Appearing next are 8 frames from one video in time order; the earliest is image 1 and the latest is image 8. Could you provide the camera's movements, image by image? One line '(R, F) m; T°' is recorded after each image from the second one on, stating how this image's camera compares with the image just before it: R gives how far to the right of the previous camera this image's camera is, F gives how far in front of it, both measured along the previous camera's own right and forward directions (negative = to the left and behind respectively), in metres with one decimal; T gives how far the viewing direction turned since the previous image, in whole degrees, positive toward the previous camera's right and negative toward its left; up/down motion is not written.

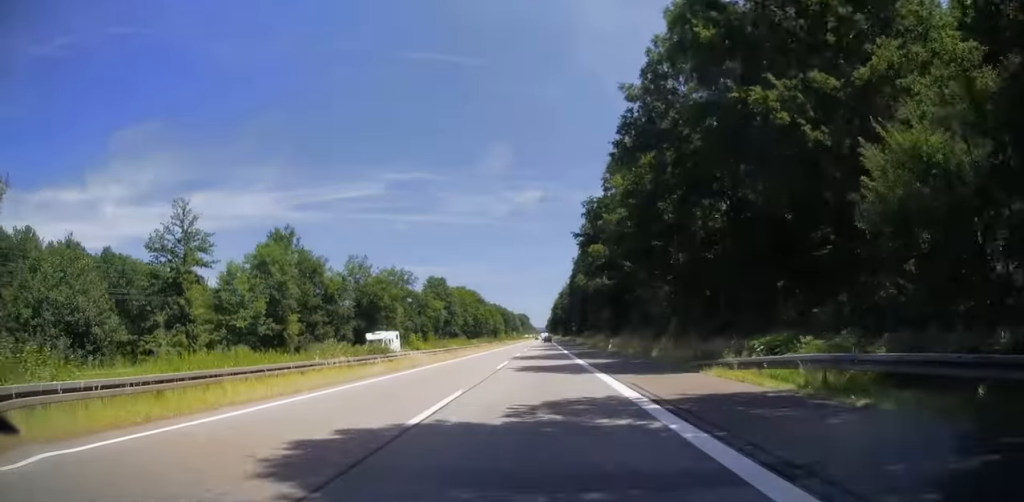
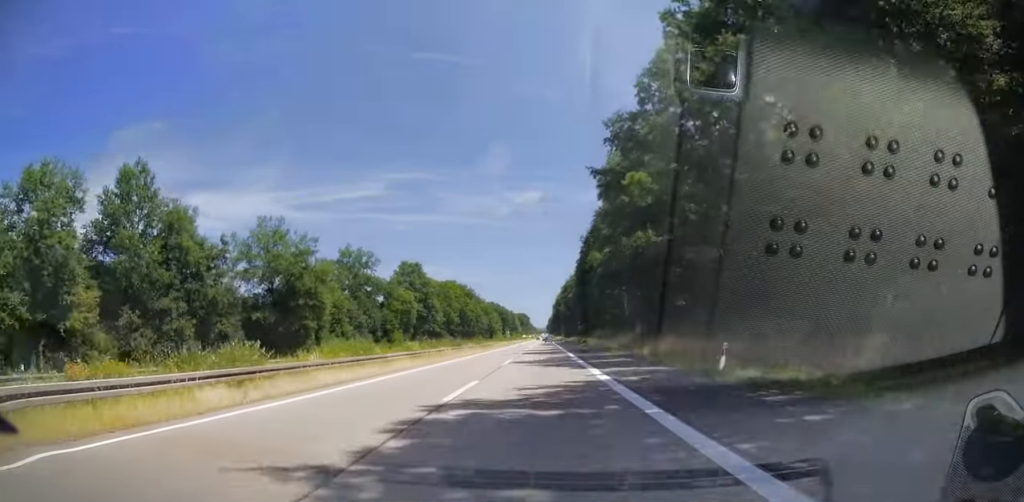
(-0.3, +32.5) m; 0°
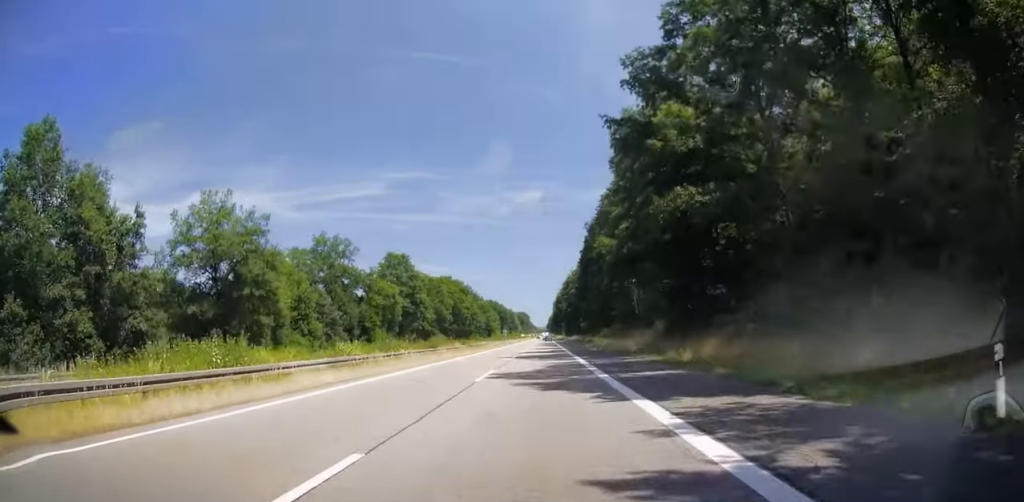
(+0.1, +12.3) m; 0°
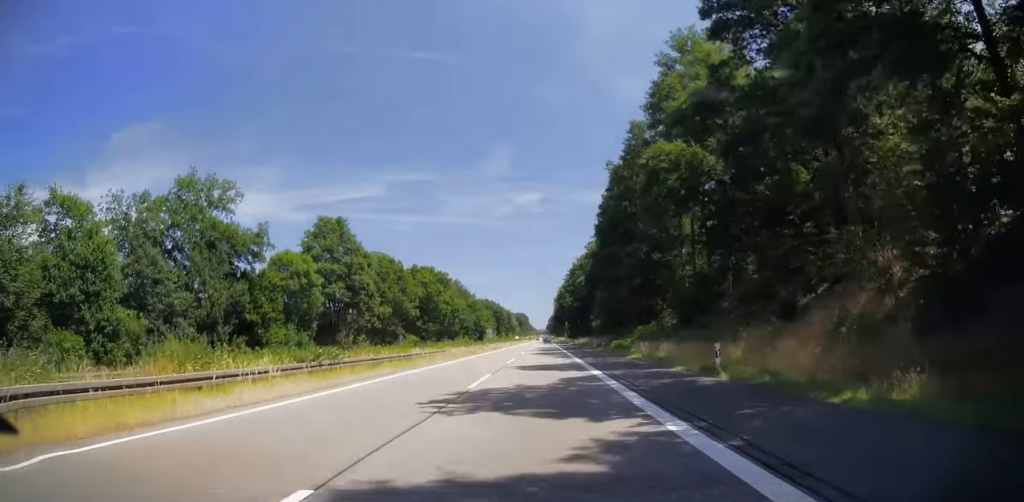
(0.0, +37.7) m; 0°
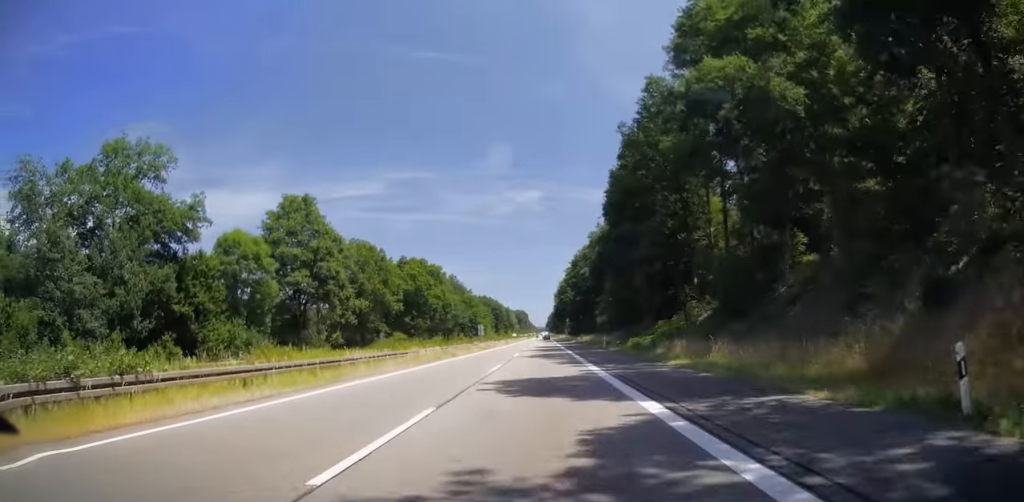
(0.0, +11.7) m; 0°
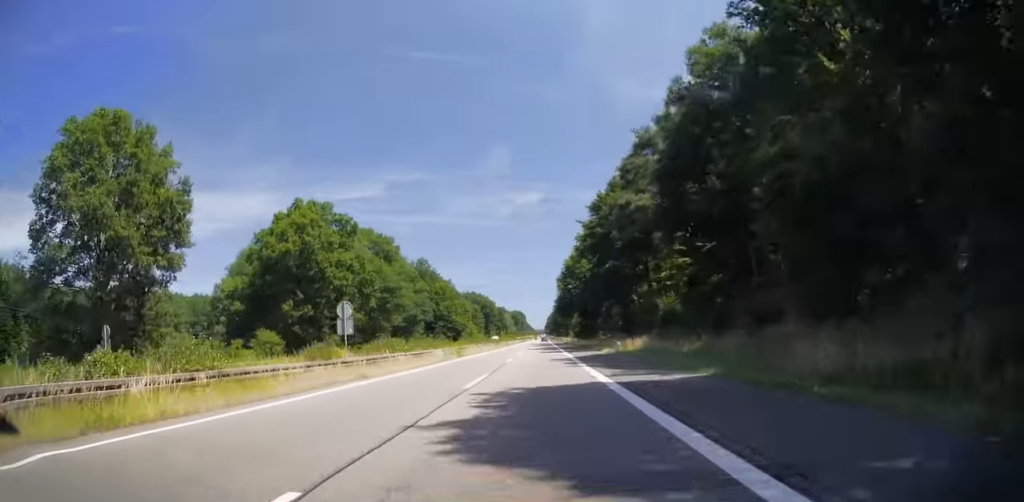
(+0.7, +60.3) m; +1°
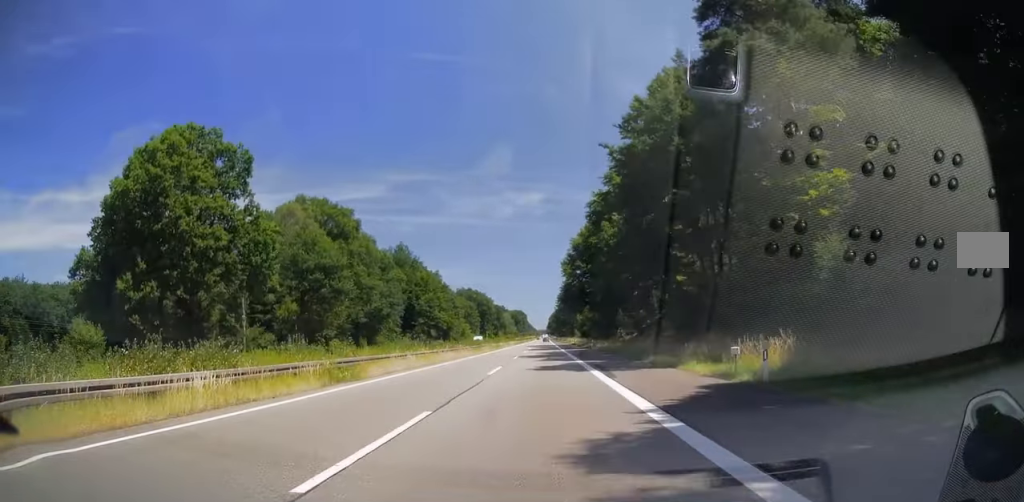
(-0.4, +29.9) m; -1°
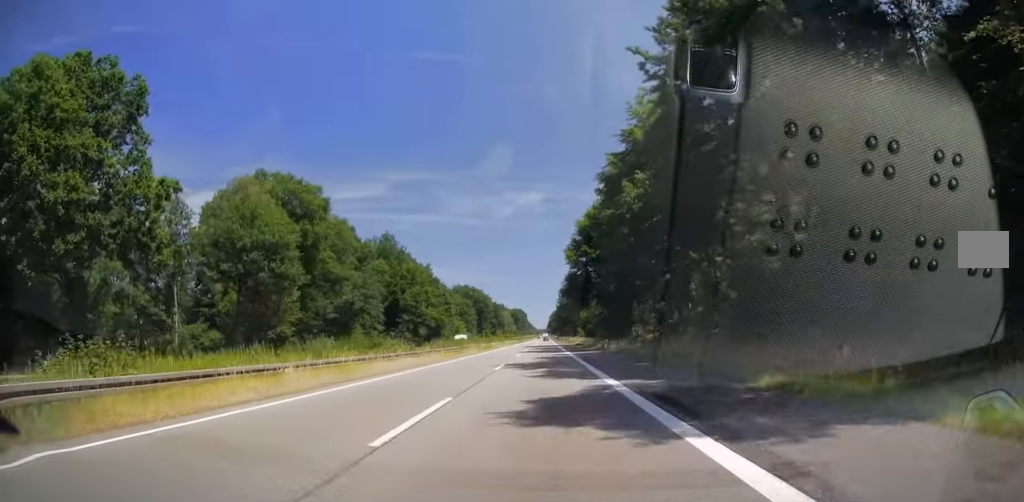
(0.0, +15.7) m; 0°
